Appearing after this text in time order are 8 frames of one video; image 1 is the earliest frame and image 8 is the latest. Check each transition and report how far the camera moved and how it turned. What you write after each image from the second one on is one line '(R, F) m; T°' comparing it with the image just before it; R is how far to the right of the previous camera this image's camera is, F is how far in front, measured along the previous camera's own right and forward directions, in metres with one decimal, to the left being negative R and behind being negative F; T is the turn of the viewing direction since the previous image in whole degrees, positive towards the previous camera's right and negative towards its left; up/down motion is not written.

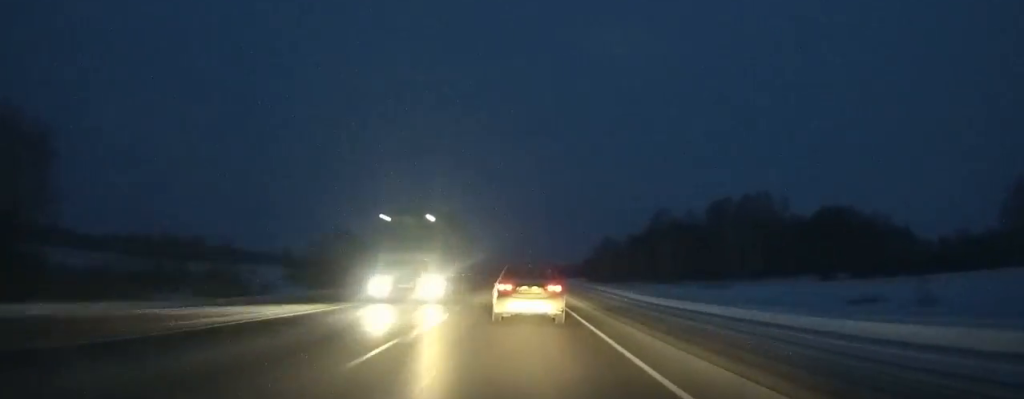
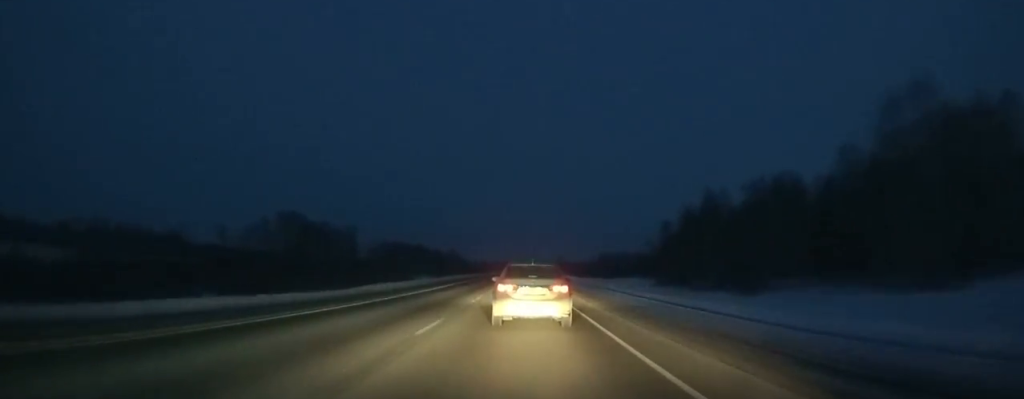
(-0.2, +90.7) m; 0°
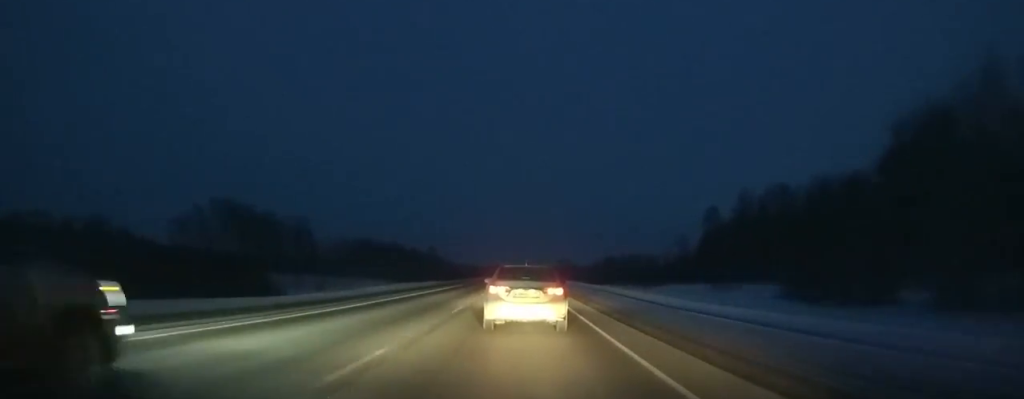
(0.0, +51.5) m; 0°
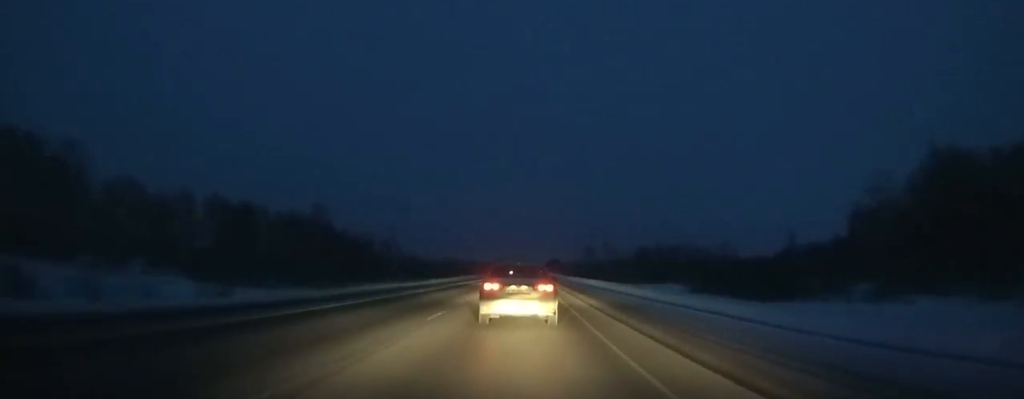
(+0.2, +110.6) m; 0°
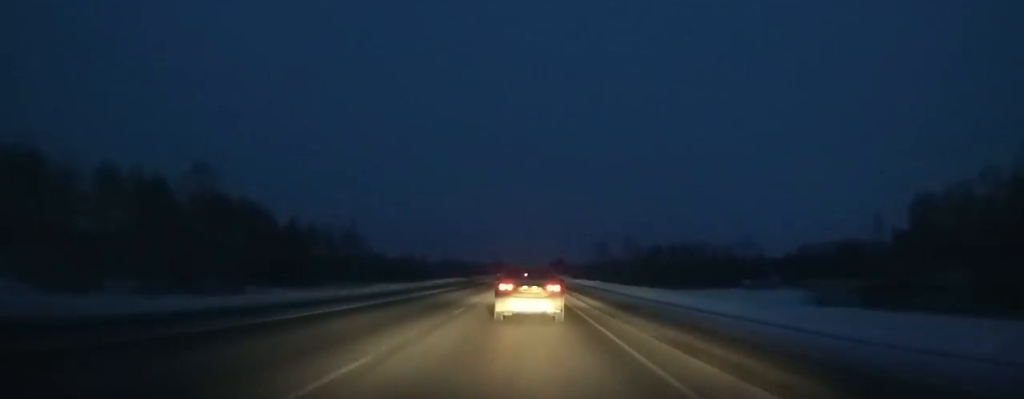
(-0.1, +32.3) m; 0°
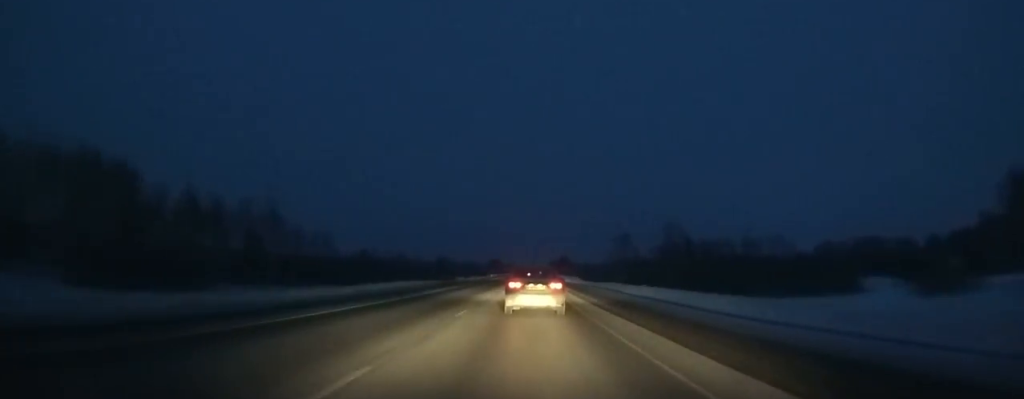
(0.0, +37.0) m; 0°
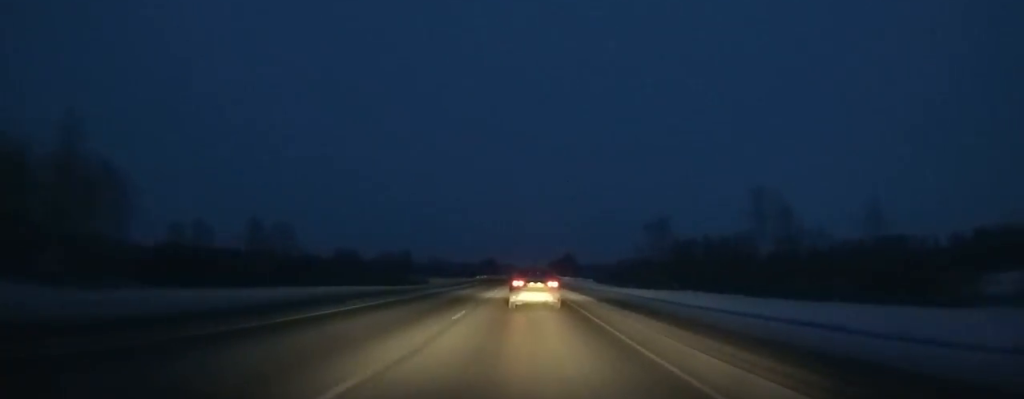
(0.0, +36.9) m; 0°
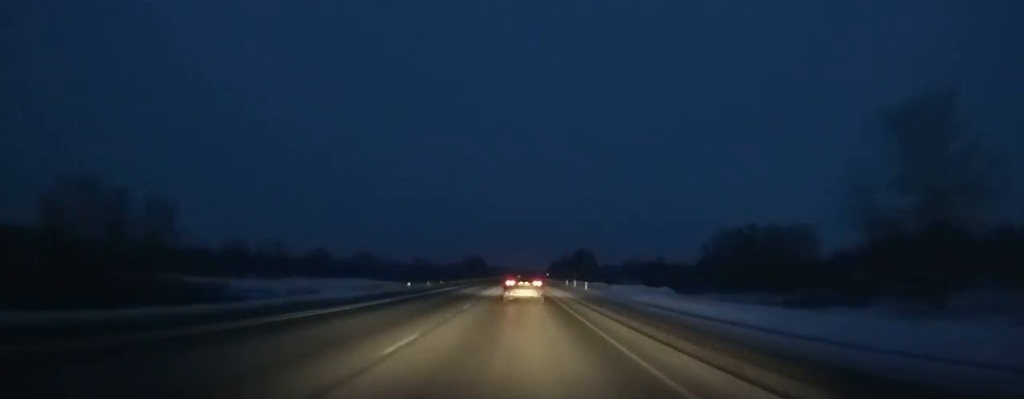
(-0.2, +66.2) m; 0°
